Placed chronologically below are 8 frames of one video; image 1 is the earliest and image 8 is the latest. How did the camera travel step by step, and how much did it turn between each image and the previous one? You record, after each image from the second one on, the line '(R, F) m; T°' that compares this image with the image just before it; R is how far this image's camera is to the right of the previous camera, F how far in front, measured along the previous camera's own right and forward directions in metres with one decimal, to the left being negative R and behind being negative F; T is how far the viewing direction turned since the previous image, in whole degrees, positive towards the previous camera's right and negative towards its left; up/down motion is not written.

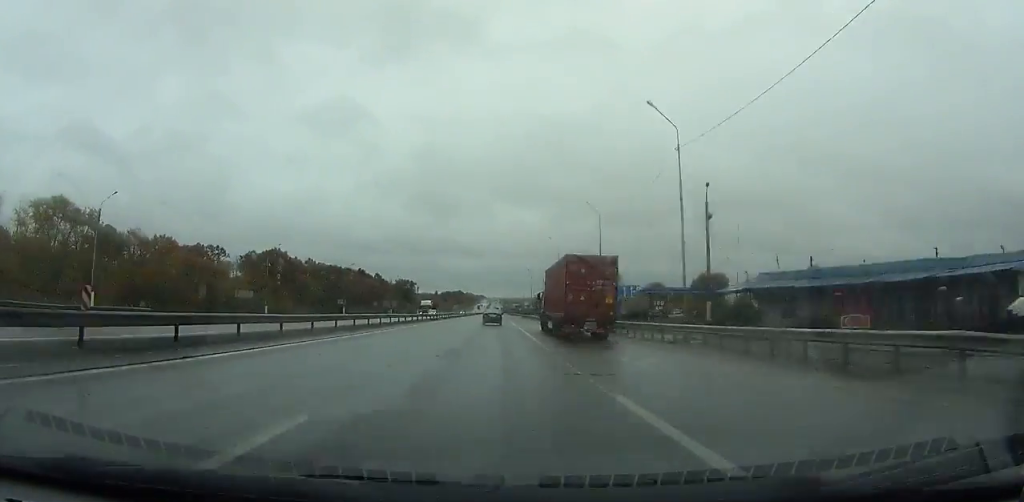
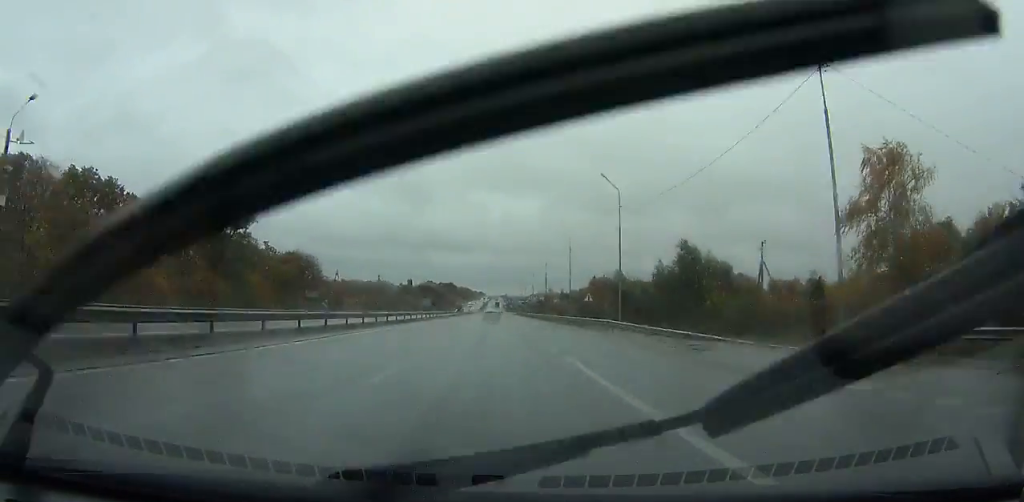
(+0.7, +159.0) m; 0°
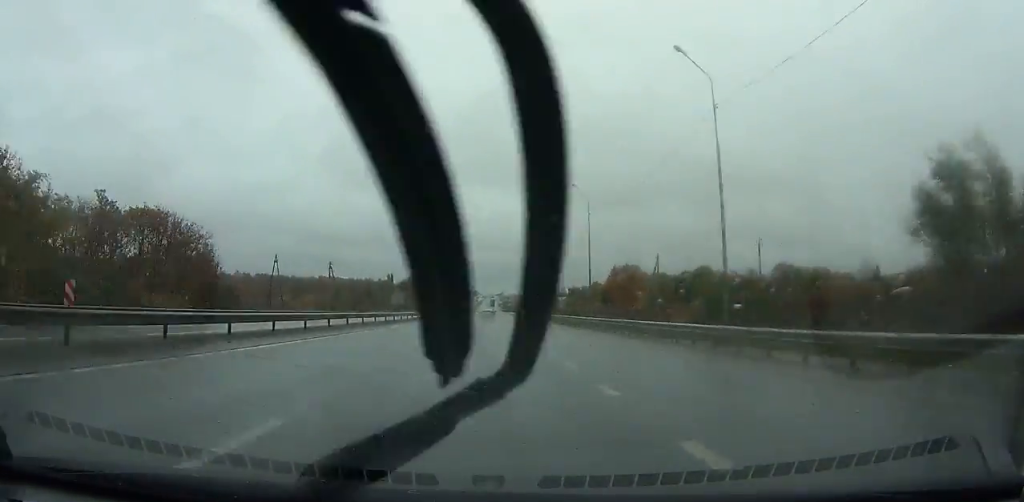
(0.0, +55.0) m; 0°
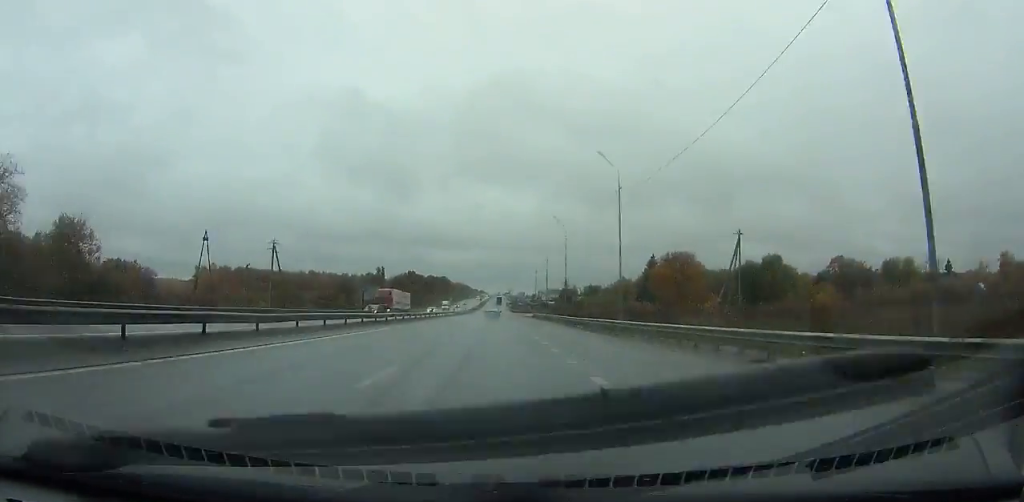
(-0.1, +41.1) m; 0°
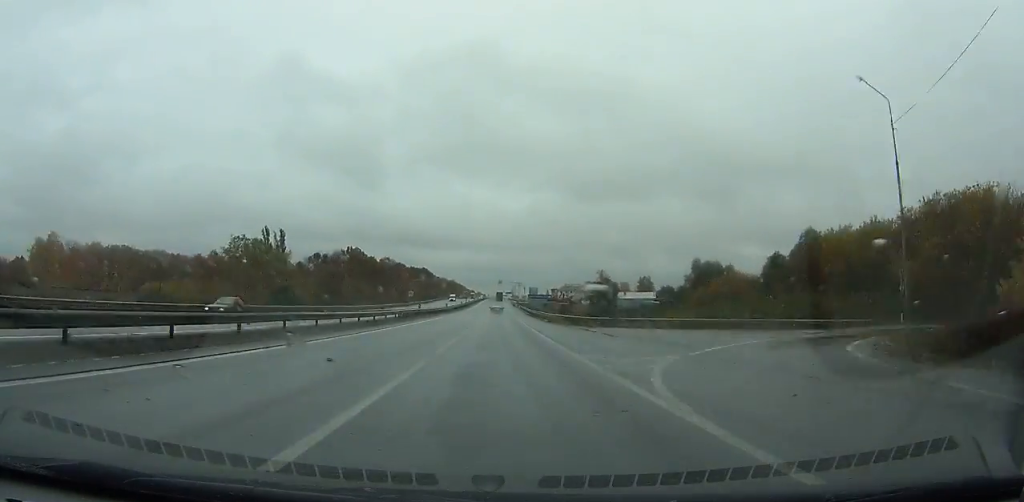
(-0.6, +131.3) m; 0°
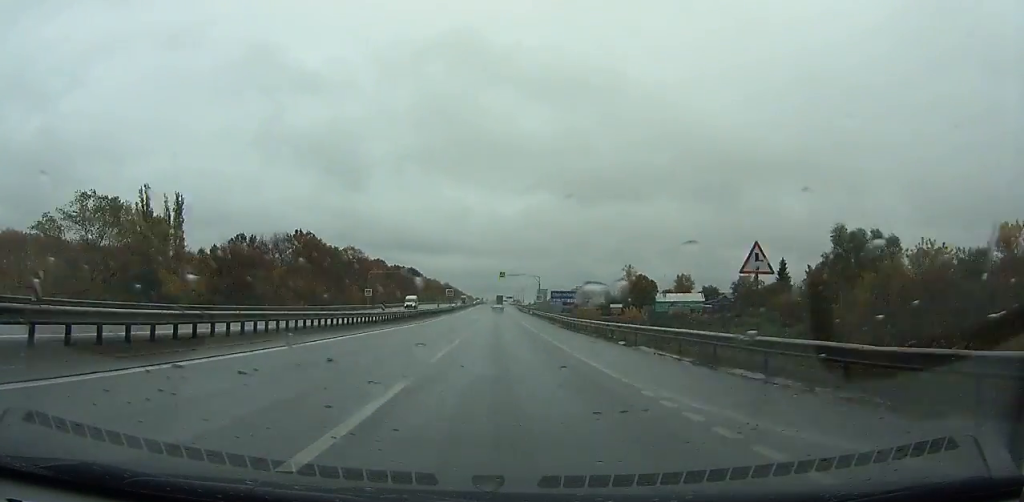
(-0.2, +50.0) m; 0°
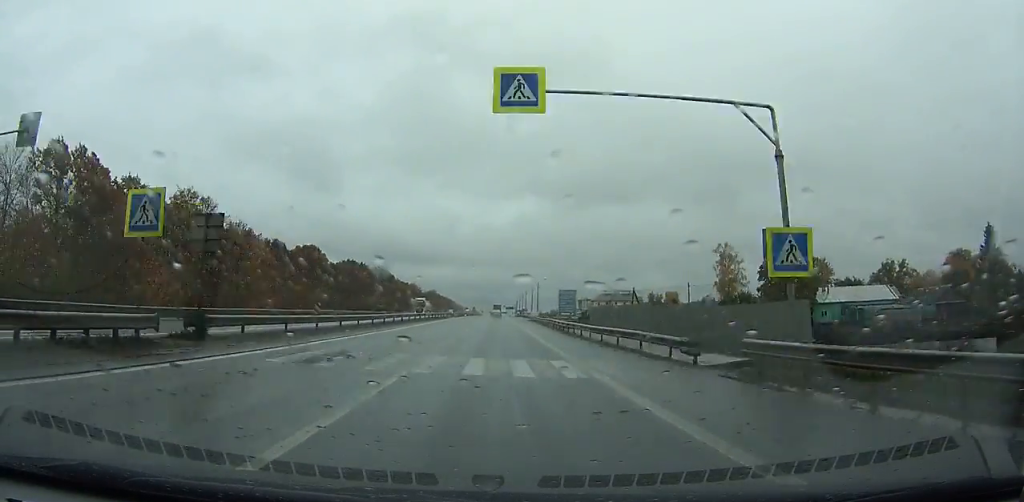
(+0.3, +84.9) m; 0°
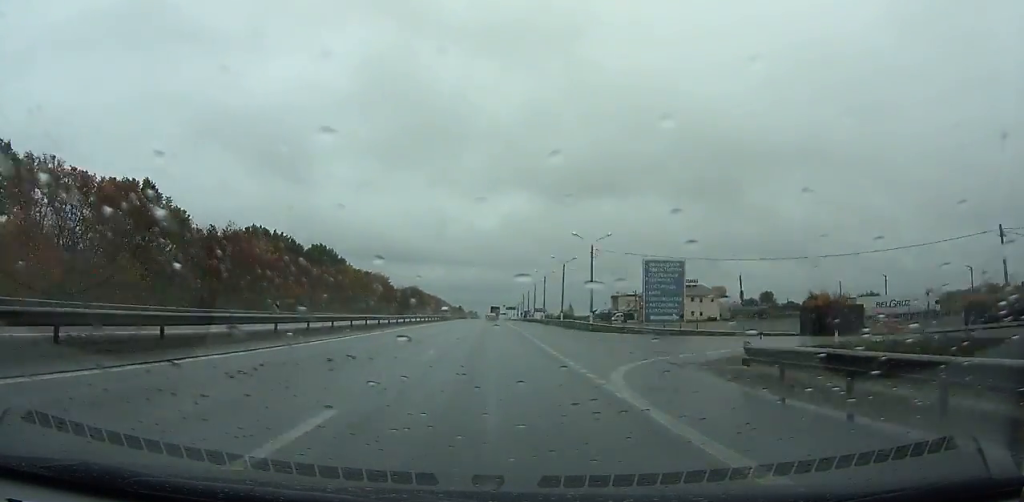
(+0.1, +75.5) m; 0°
